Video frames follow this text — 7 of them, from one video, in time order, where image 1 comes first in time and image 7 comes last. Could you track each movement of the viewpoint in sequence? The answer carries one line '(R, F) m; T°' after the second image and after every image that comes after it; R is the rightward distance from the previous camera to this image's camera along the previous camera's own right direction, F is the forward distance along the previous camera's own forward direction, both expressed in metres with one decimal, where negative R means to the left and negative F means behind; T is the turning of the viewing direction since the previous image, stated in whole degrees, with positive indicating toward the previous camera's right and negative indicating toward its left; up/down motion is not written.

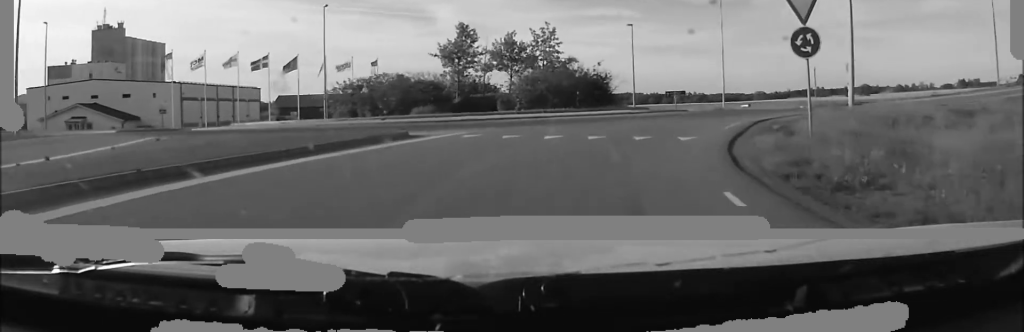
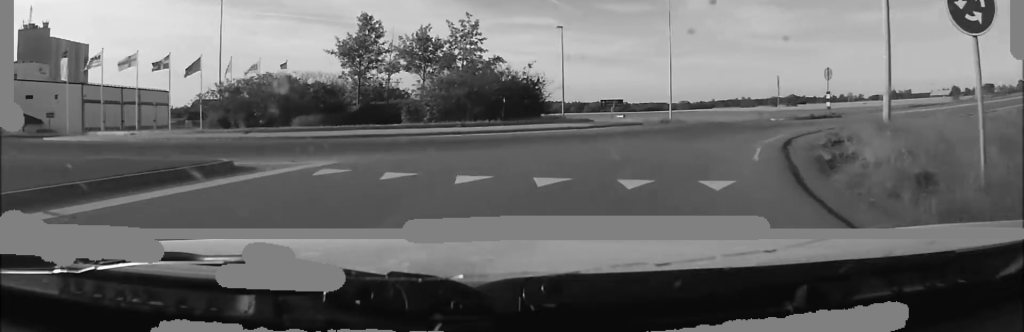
(-0.1, +7.0) m; +13°
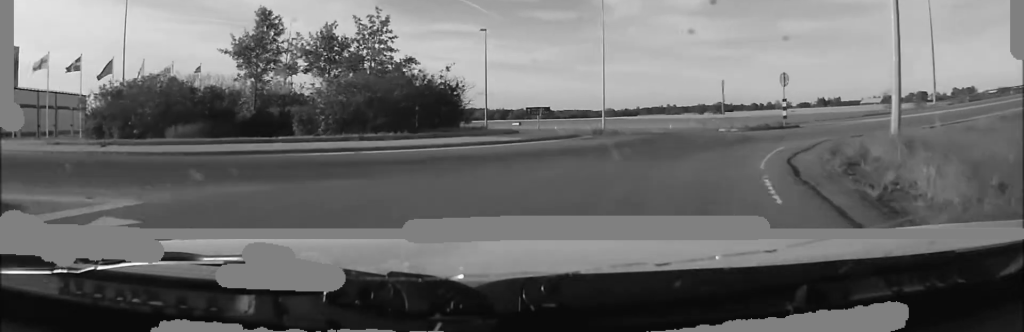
(+0.6, +3.7) m; +8°
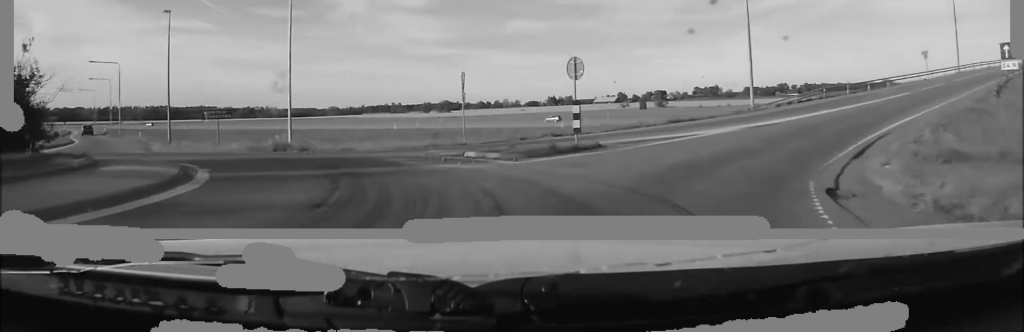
(+2.4, +13.4) m; +8°
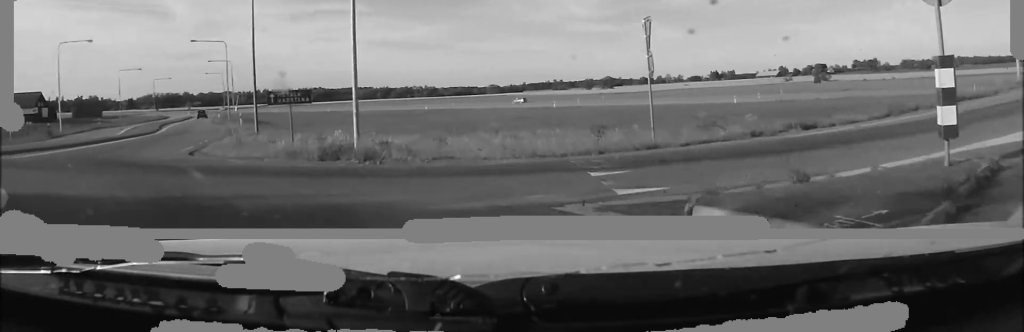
(-0.3, +12.4) m; -1°
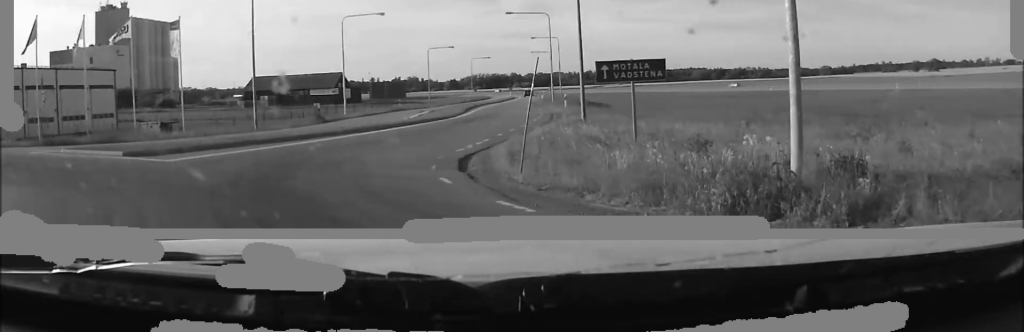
(-0.9, +9.7) m; -17°
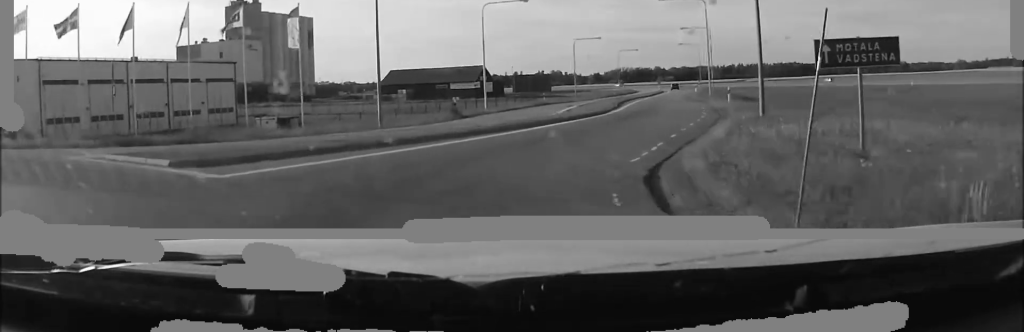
(-0.5, +4.7) m; -12°
